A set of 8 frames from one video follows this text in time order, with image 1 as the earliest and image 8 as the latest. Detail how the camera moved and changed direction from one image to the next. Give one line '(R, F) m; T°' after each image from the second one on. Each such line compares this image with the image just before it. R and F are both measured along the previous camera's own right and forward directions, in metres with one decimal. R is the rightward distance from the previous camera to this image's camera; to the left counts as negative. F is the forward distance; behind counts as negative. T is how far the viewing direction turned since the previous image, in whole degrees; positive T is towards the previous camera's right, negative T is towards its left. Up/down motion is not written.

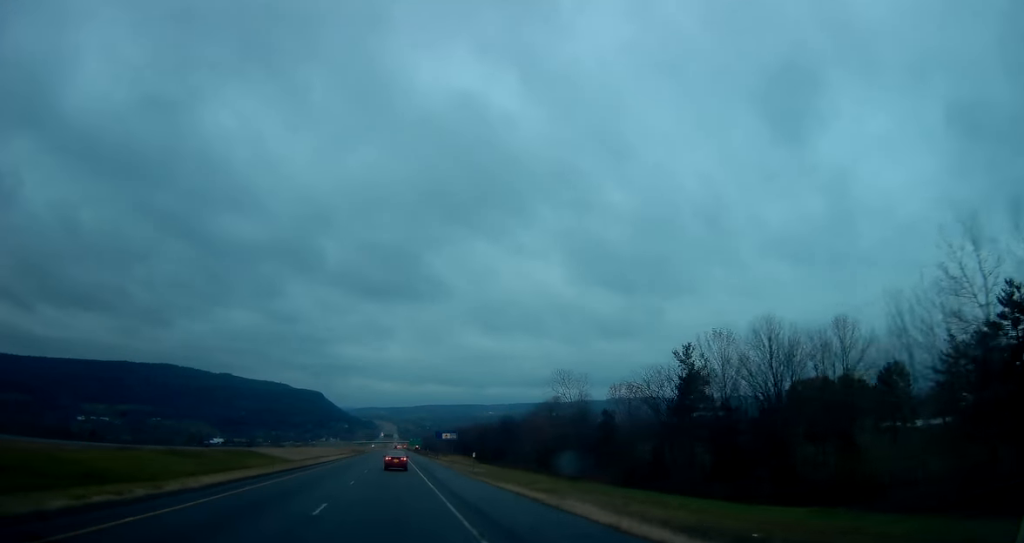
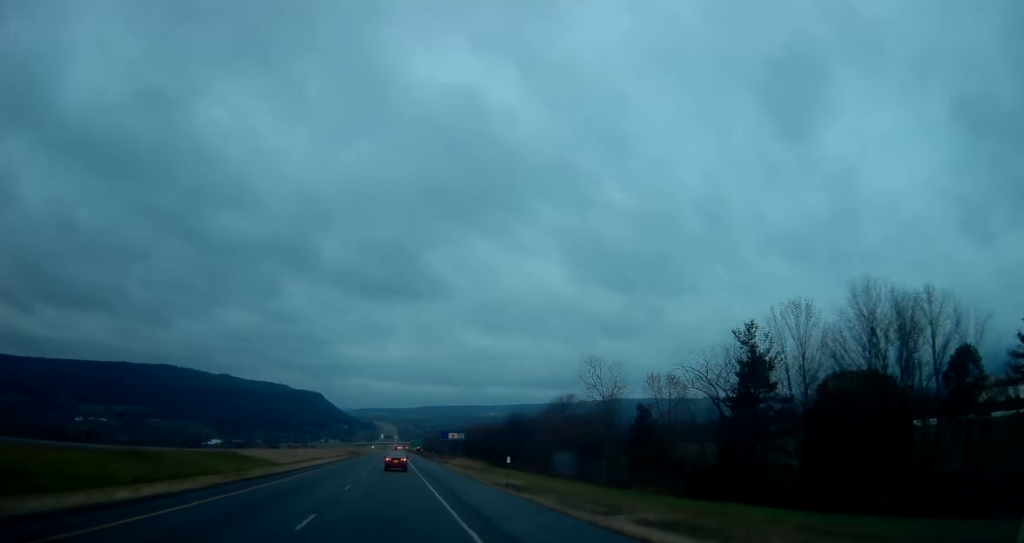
(+0.1, +14.9) m; 0°
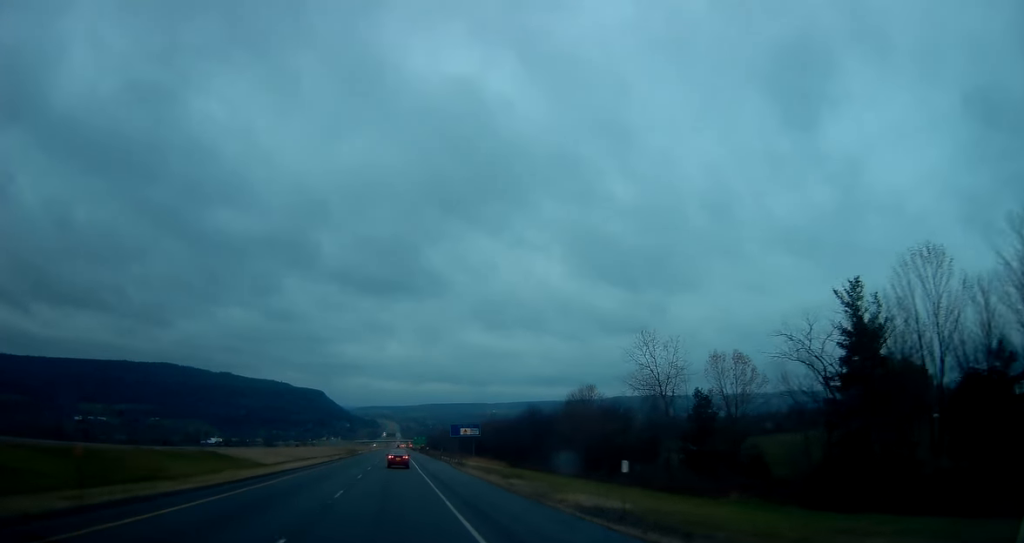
(0.0, +16.9) m; 0°
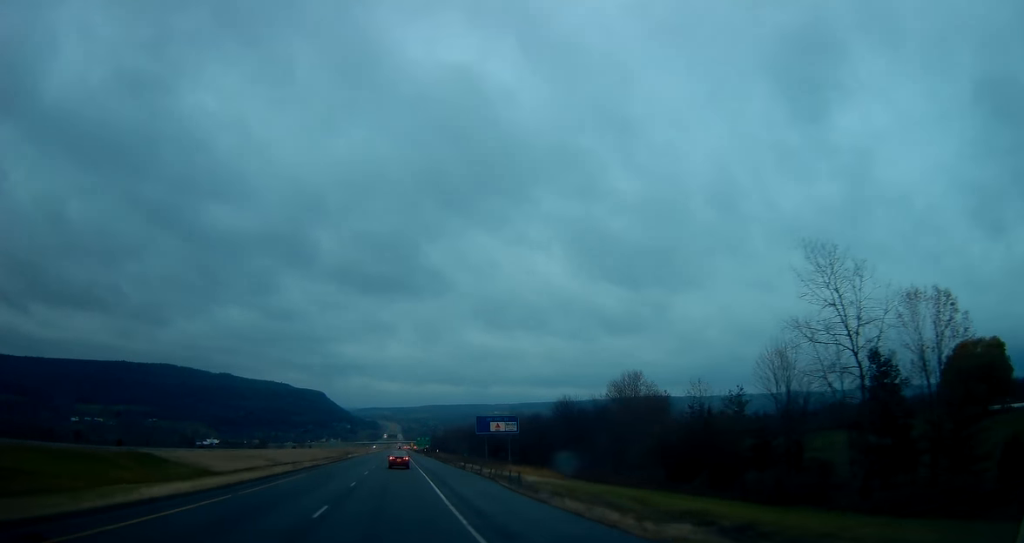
(0.0, +29.8) m; 0°
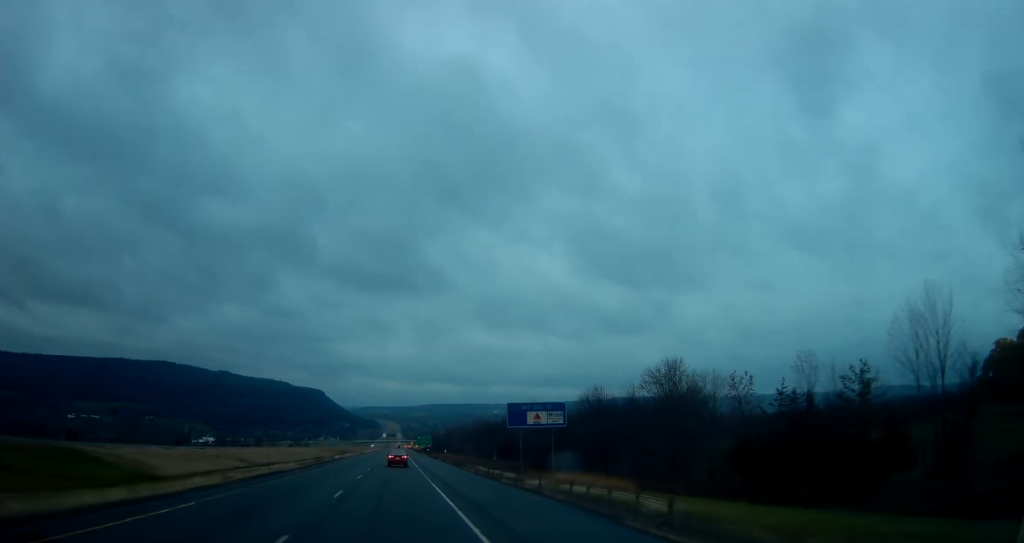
(0.0, +18.8) m; -1°
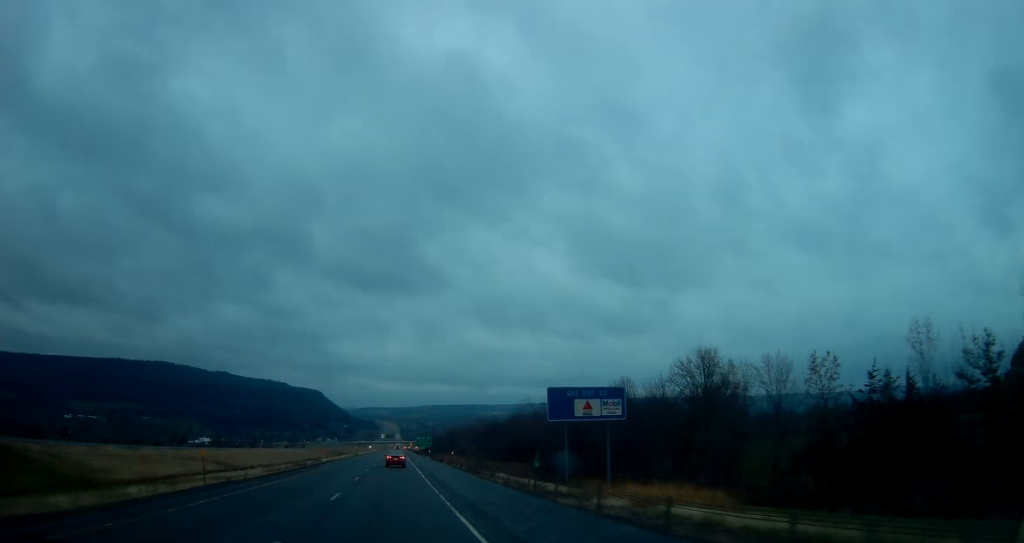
(-0.2, +12.9) m; 0°
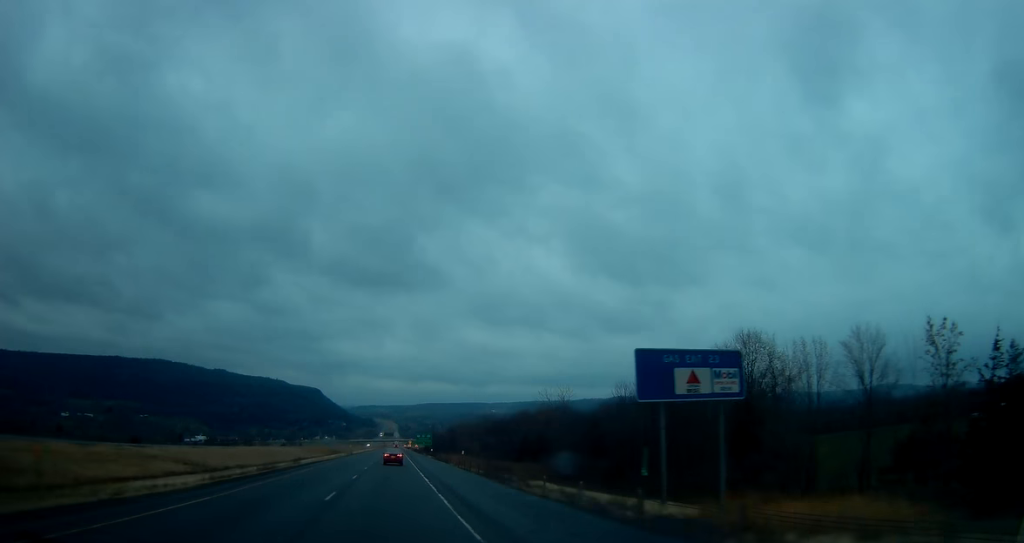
(-0.3, +12.9) m; 0°
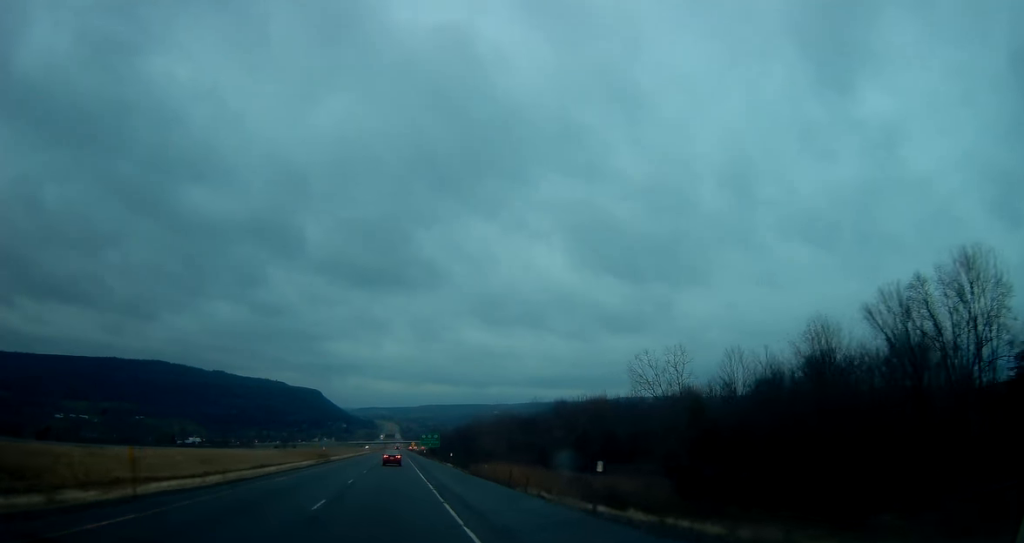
(+0.7, +39.7) m; +1°
